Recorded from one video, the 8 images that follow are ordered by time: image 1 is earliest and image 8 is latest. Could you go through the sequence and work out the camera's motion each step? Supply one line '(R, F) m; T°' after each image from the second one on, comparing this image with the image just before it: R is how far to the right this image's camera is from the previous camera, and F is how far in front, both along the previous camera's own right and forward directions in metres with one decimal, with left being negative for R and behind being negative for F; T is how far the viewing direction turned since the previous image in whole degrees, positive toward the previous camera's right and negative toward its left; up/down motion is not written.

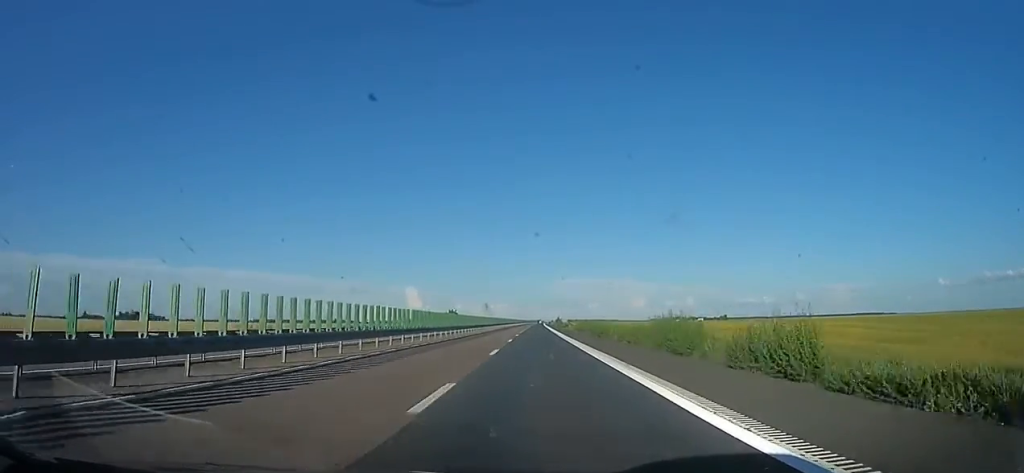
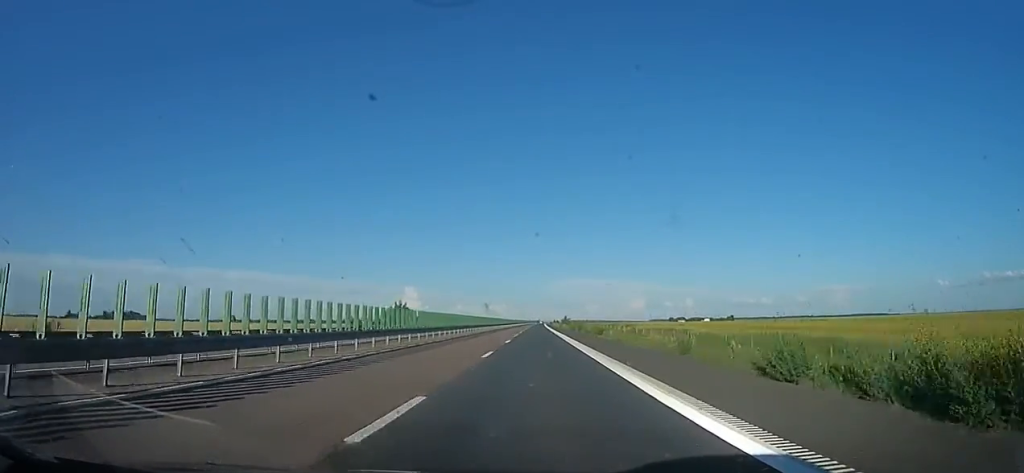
(-0.1, +50.1) m; -2°
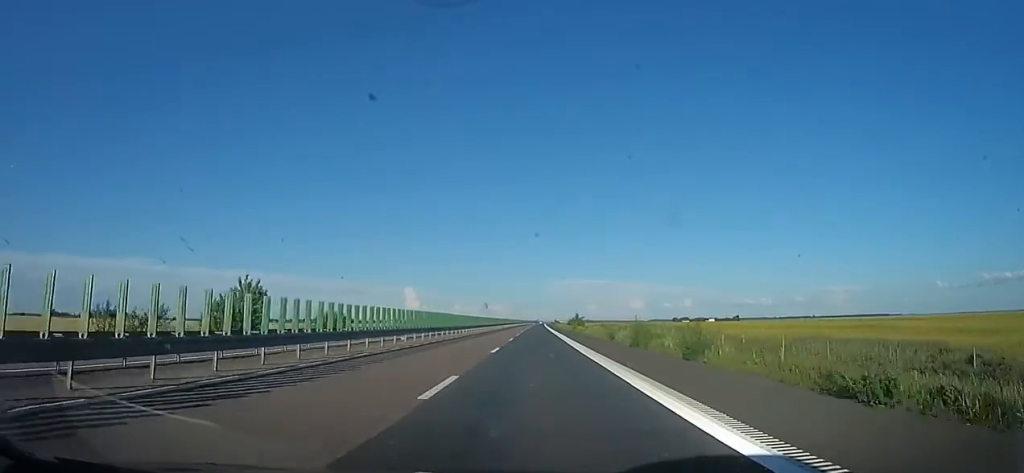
(-0.5, +44.8) m; -1°
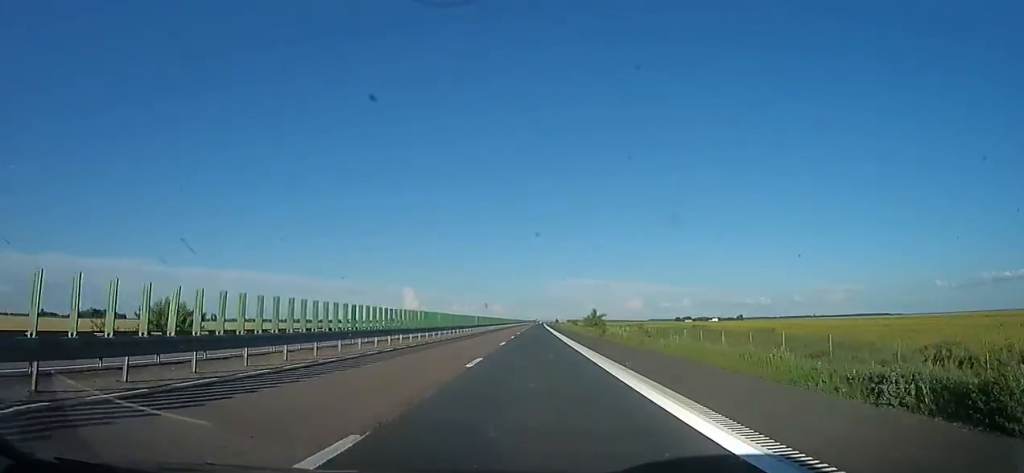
(0.0, +30.7) m; 0°
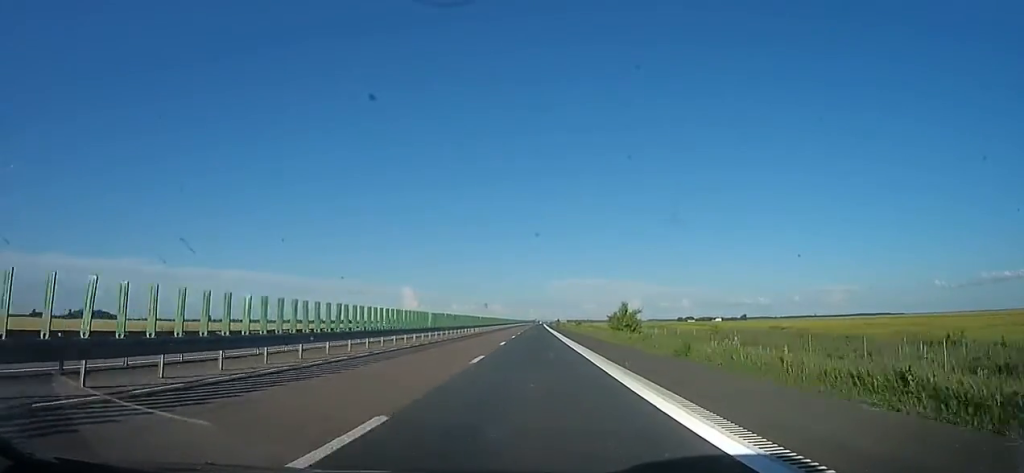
(0.0, +23.0) m; +1°
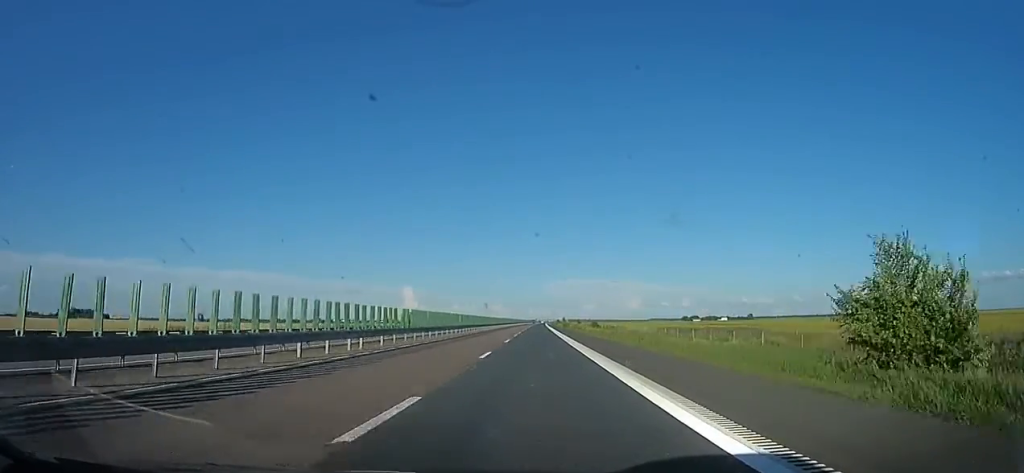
(+0.7, +34.2) m; +1°
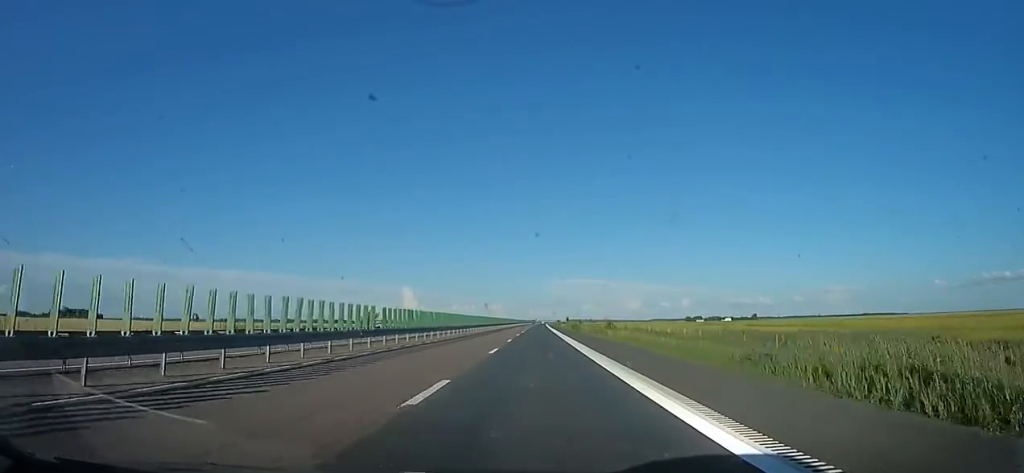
(+0.7, +21.8) m; 0°
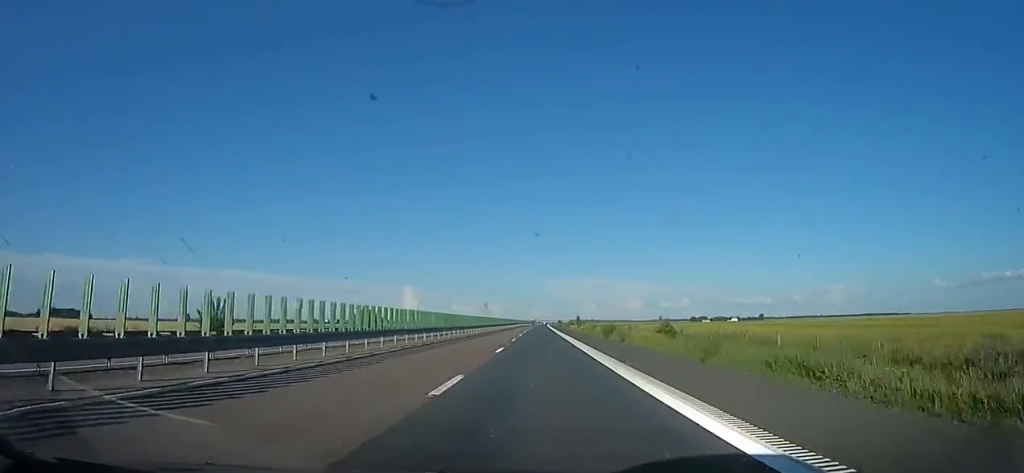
(-1.4, +35.4) m; -2°
